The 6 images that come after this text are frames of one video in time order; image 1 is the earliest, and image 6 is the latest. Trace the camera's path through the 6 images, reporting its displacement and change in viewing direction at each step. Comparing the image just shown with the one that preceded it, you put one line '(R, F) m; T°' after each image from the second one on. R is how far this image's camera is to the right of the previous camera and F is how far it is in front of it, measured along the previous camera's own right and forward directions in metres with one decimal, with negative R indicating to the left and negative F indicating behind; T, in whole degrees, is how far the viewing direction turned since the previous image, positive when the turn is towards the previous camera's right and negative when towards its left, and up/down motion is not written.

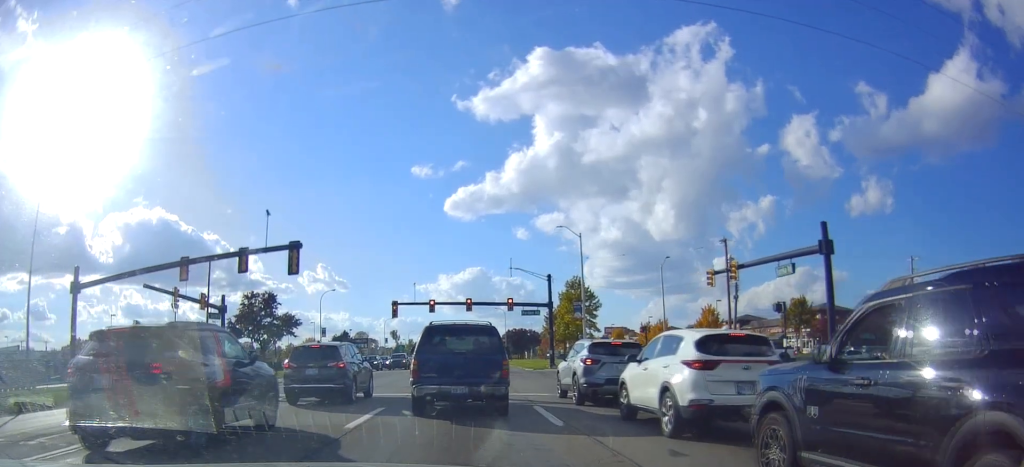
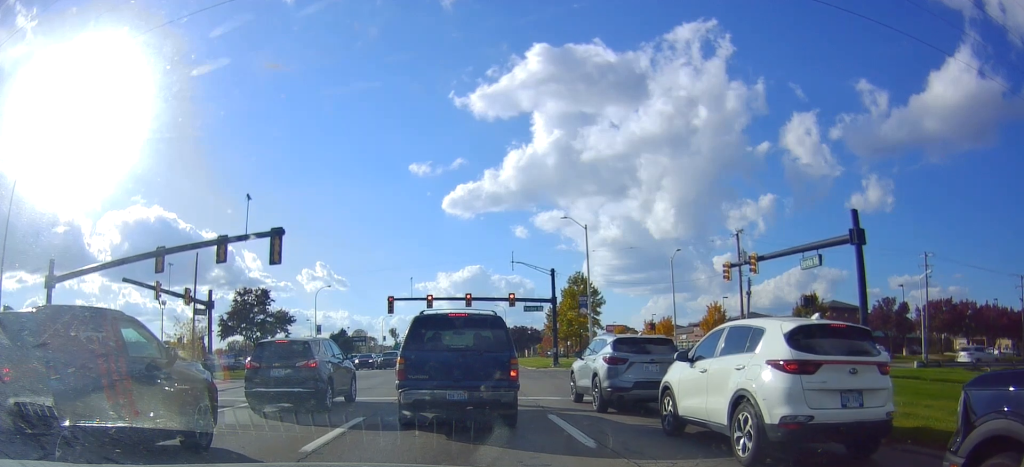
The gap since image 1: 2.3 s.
(-0.5, +2.1) m; 0°
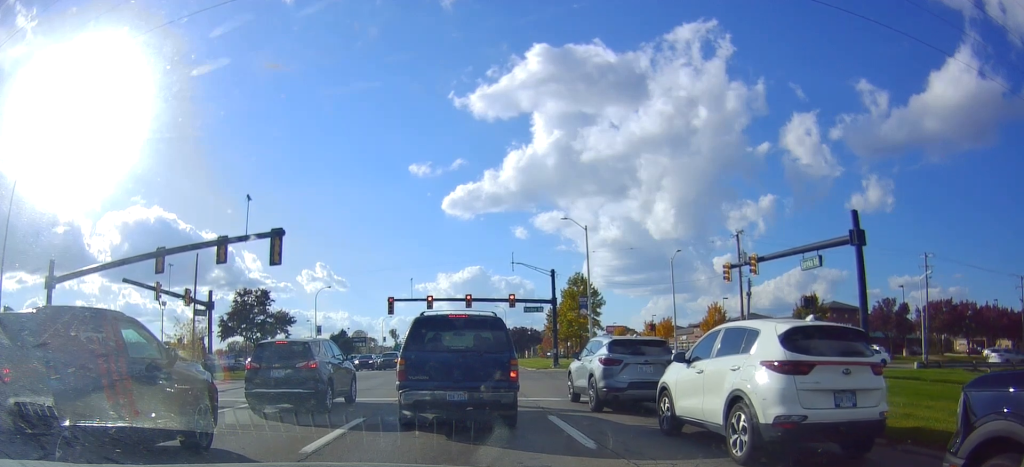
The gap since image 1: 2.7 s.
(+0.1, +0.2) m; 0°
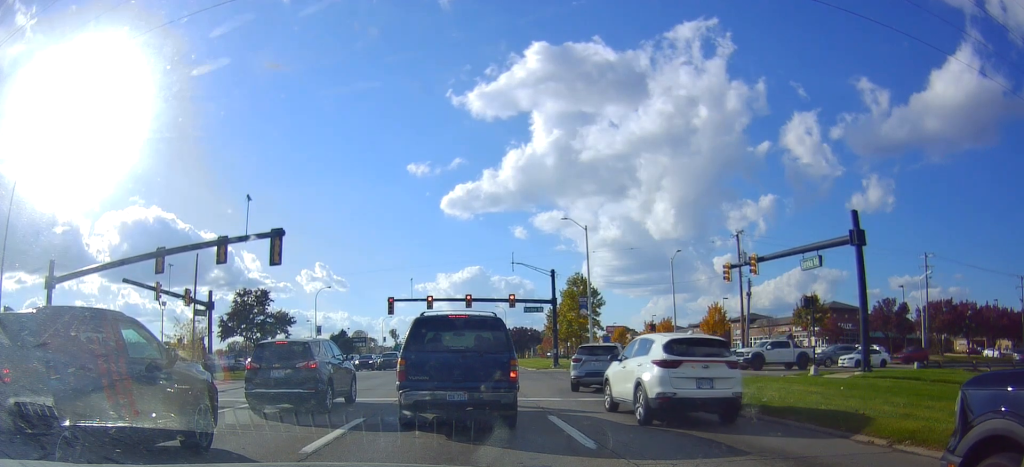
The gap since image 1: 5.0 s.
(0.0, 0.0) m; 0°
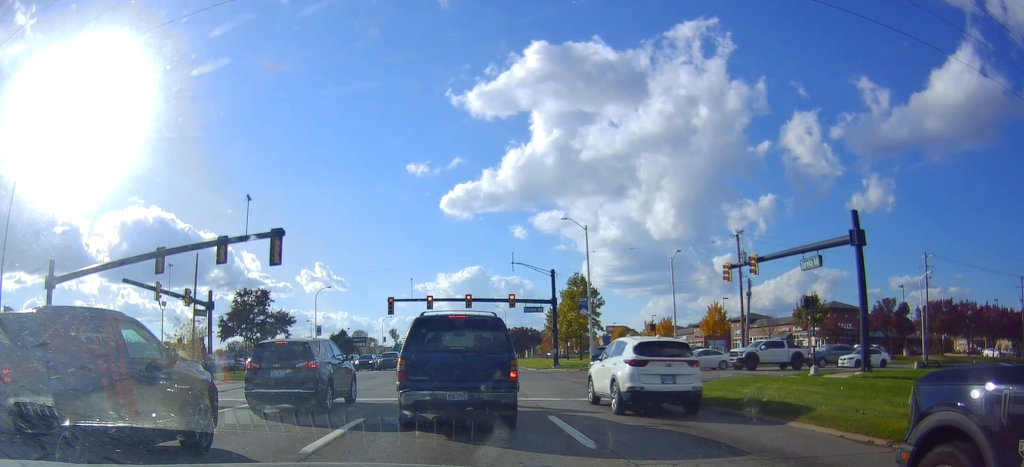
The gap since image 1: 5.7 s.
(0.0, 0.0) m; 0°
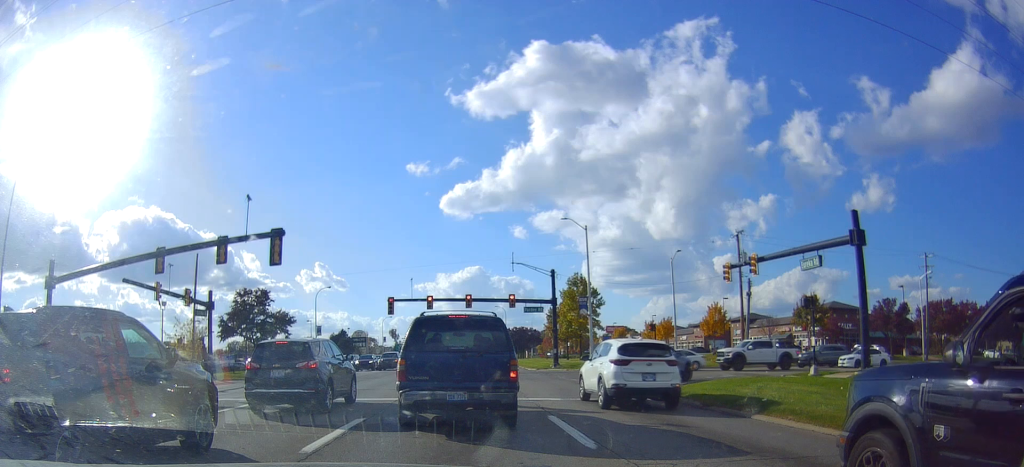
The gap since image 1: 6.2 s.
(0.0, 0.0) m; 0°
